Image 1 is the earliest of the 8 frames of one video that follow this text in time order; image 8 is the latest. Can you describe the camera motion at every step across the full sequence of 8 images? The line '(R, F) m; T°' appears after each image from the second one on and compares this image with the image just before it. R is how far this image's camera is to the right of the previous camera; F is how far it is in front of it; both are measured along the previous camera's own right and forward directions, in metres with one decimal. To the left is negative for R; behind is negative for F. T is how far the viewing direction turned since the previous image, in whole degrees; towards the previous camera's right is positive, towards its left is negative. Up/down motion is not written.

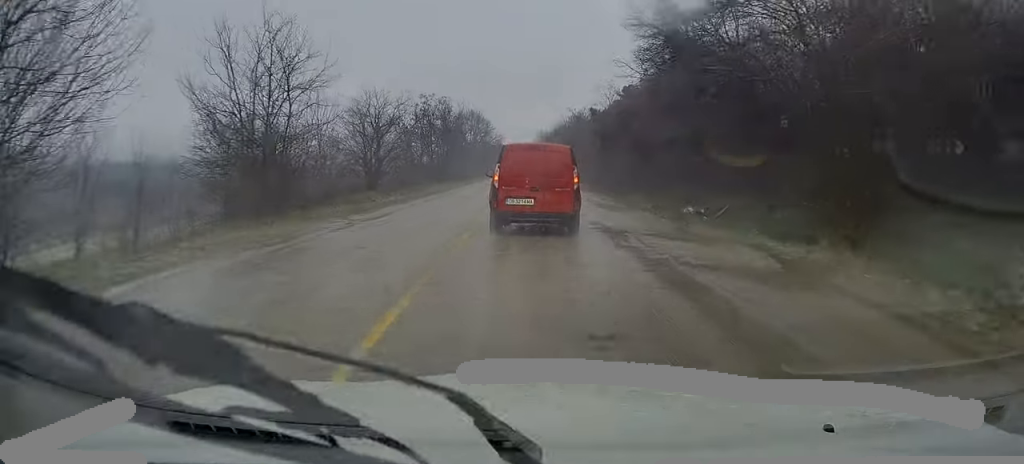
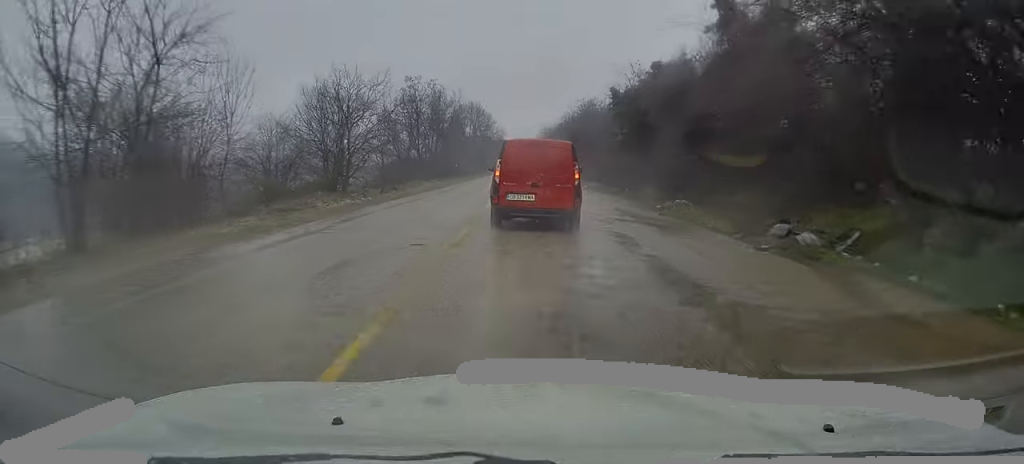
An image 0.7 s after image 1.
(0.0, +8.8) m; 0°
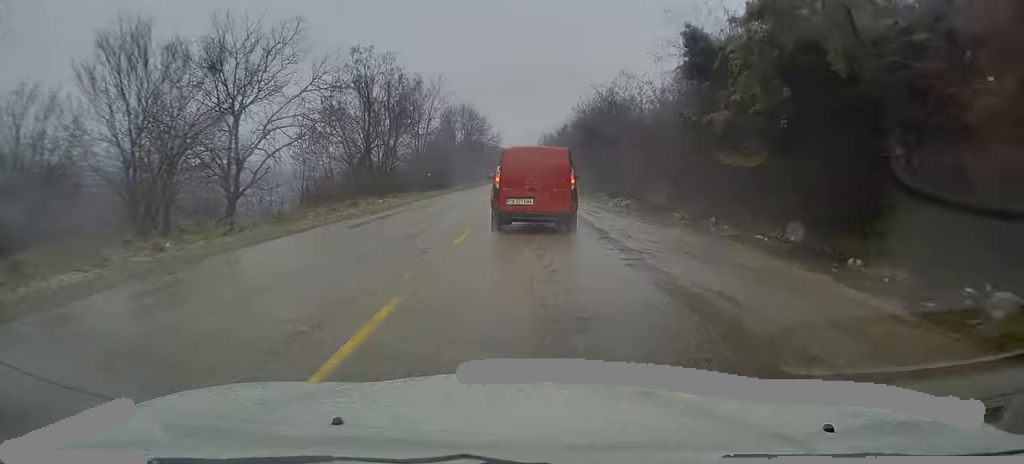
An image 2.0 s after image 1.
(0.0, +16.3) m; 0°
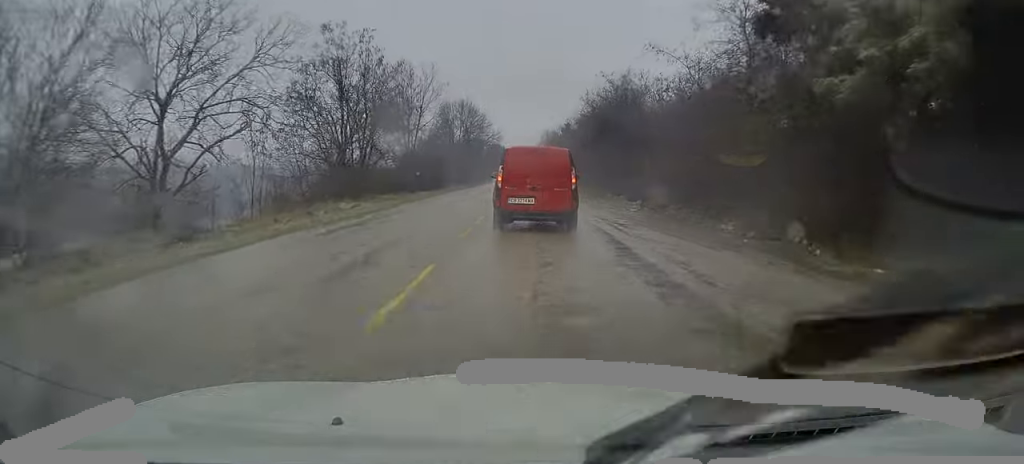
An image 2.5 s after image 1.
(0.0, +5.8) m; 0°
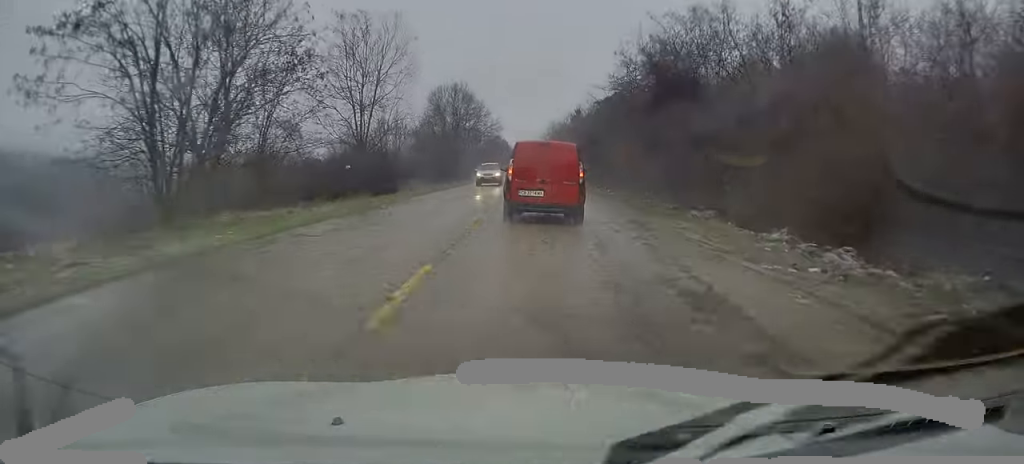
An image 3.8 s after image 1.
(0.0, +16.7) m; 0°
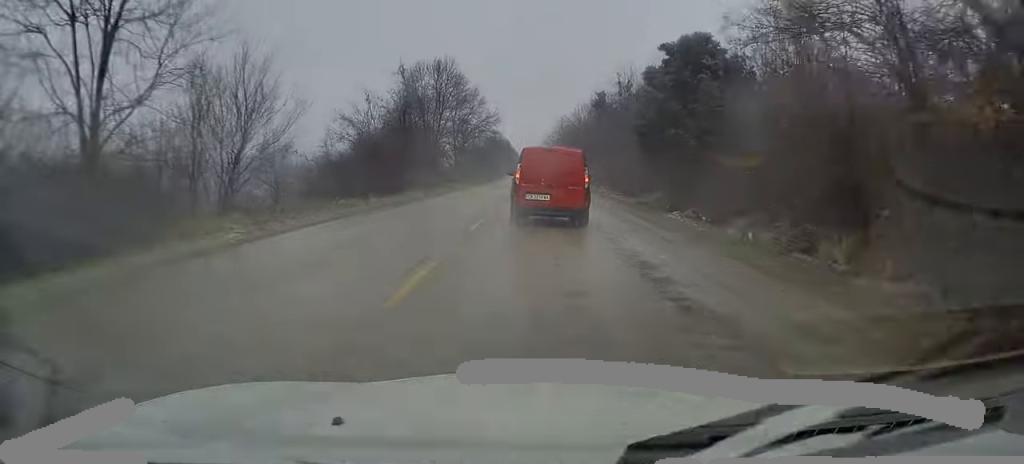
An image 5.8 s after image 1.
(-0.2, +24.8) m; -1°
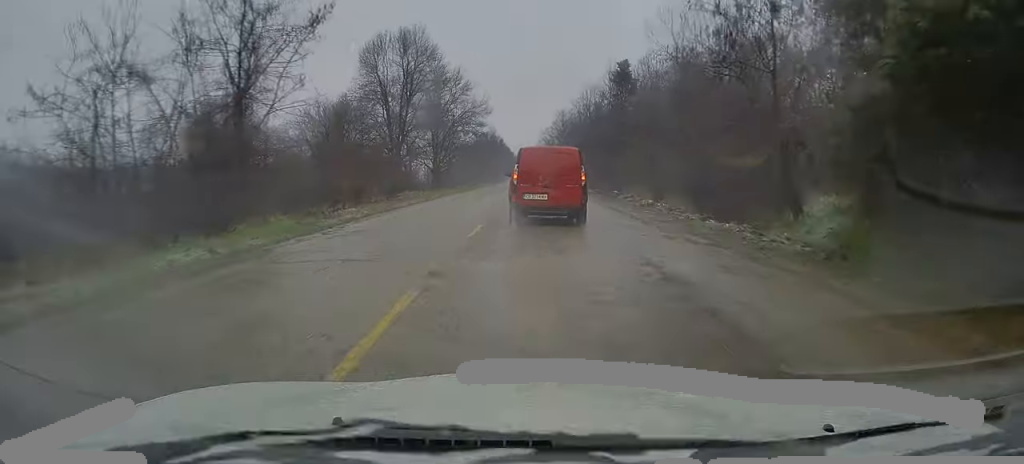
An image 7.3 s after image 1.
(-0.2, +19.1) m; -1°
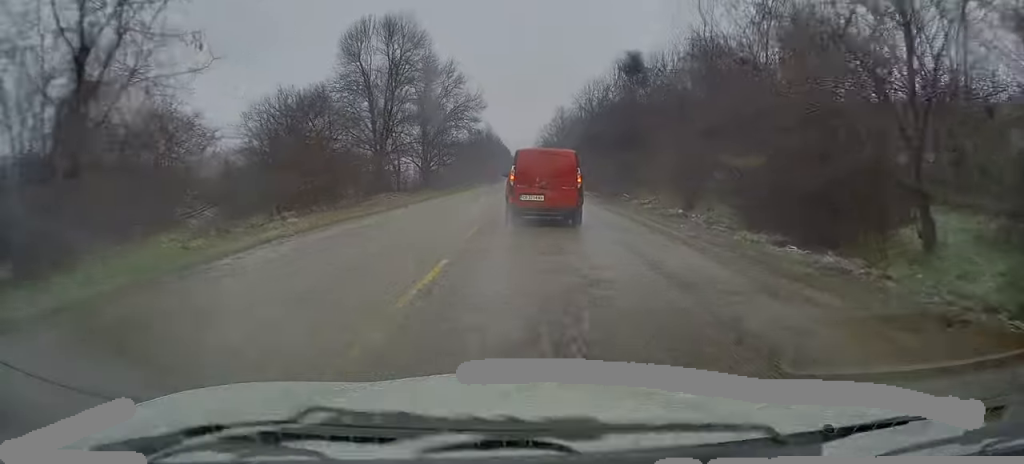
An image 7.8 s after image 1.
(+0.1, +5.9) m; 0°
